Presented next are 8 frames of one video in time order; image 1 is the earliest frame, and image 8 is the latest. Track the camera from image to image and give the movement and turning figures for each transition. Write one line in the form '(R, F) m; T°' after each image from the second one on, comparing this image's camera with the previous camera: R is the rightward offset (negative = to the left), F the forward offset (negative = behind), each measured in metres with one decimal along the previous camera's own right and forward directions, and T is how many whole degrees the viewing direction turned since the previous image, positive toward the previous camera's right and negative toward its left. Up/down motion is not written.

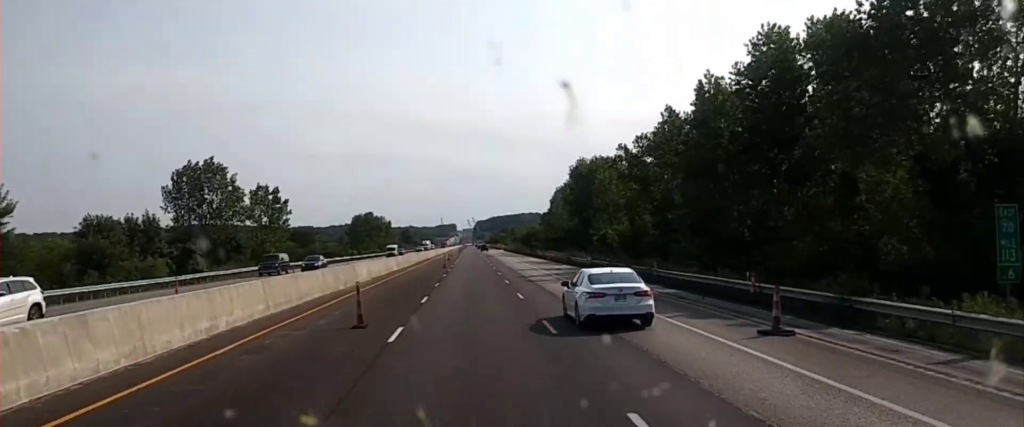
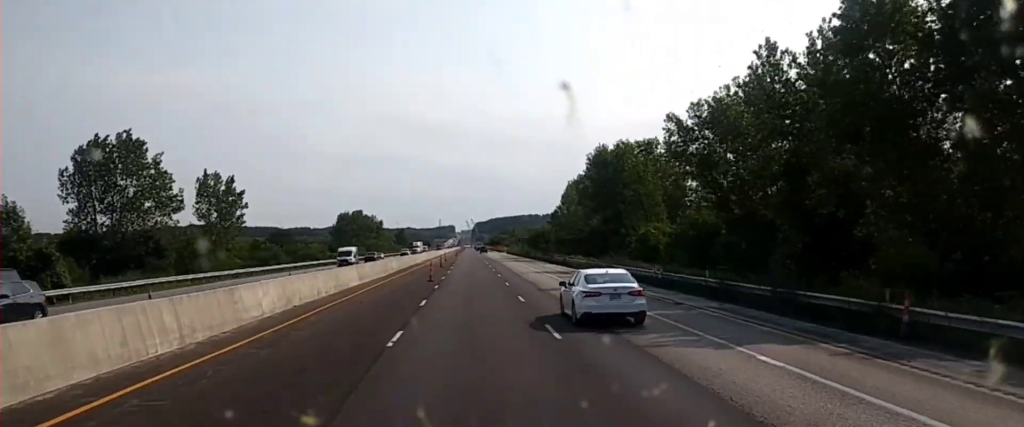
(0.0, +25.2) m; 0°
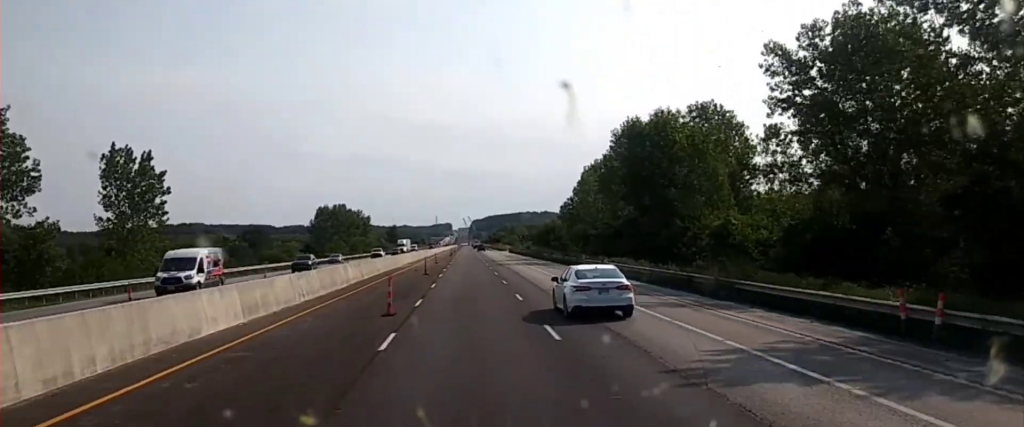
(-0.2, +25.2) m; 0°
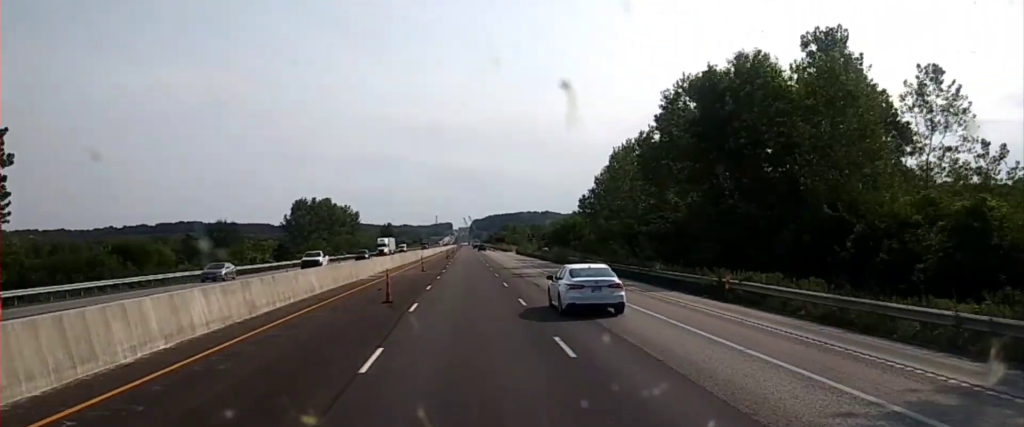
(0.0, +28.2) m; +1°
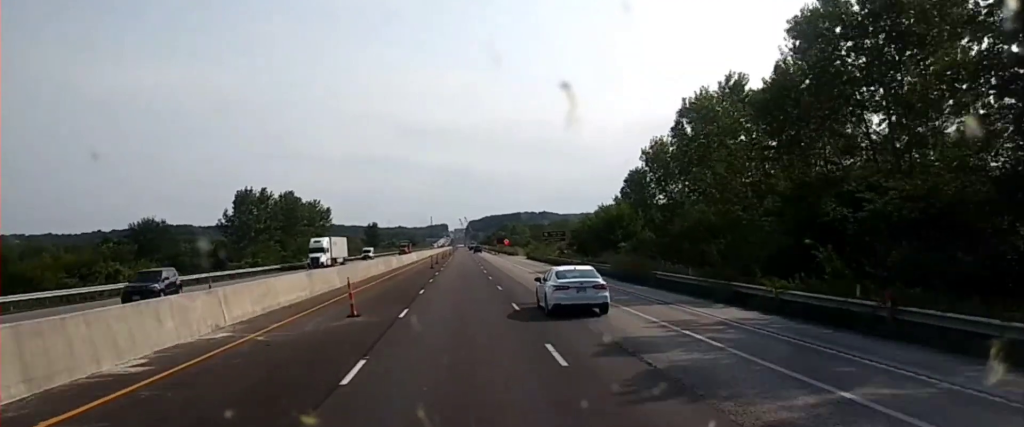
(+0.3, +37.1) m; +1°
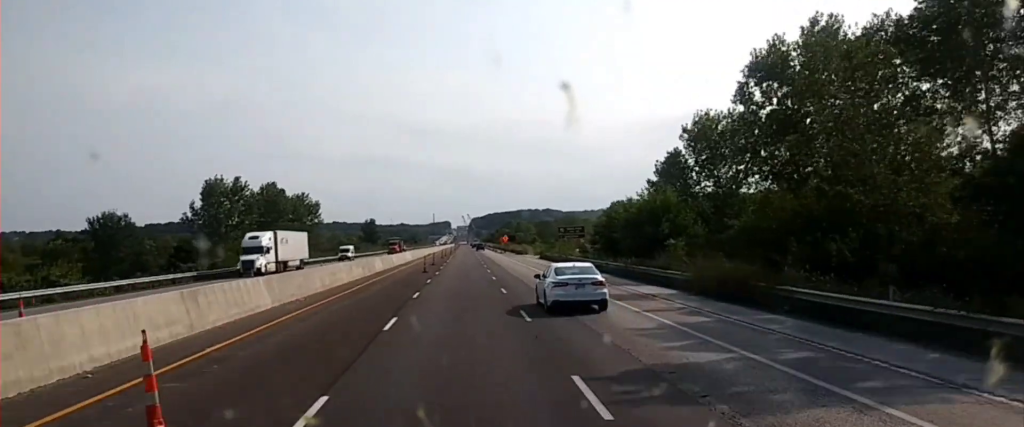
(-0.1, +17.1) m; 0°
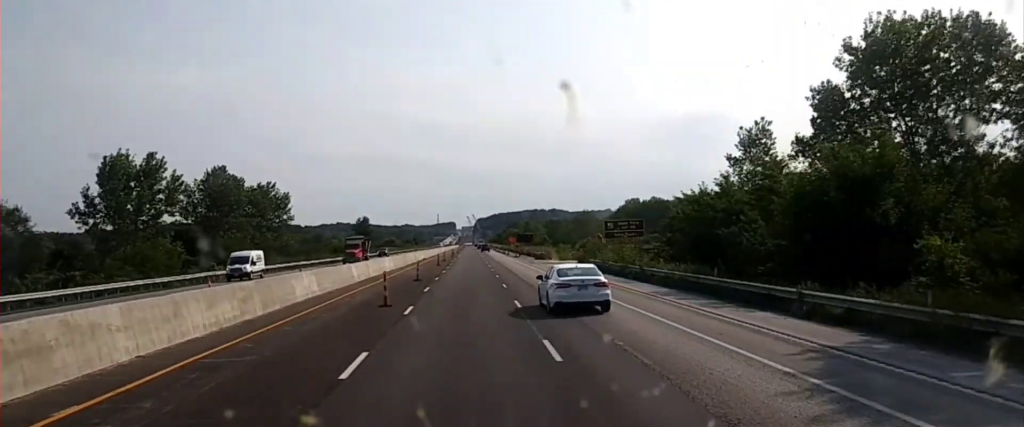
(+0.4, +30.8) m; -1°
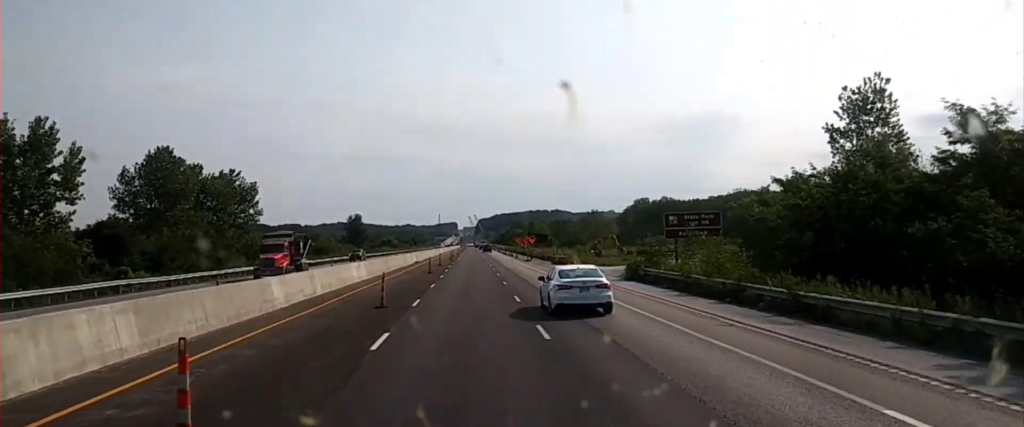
(-0.5, +20.8) m; -1°
